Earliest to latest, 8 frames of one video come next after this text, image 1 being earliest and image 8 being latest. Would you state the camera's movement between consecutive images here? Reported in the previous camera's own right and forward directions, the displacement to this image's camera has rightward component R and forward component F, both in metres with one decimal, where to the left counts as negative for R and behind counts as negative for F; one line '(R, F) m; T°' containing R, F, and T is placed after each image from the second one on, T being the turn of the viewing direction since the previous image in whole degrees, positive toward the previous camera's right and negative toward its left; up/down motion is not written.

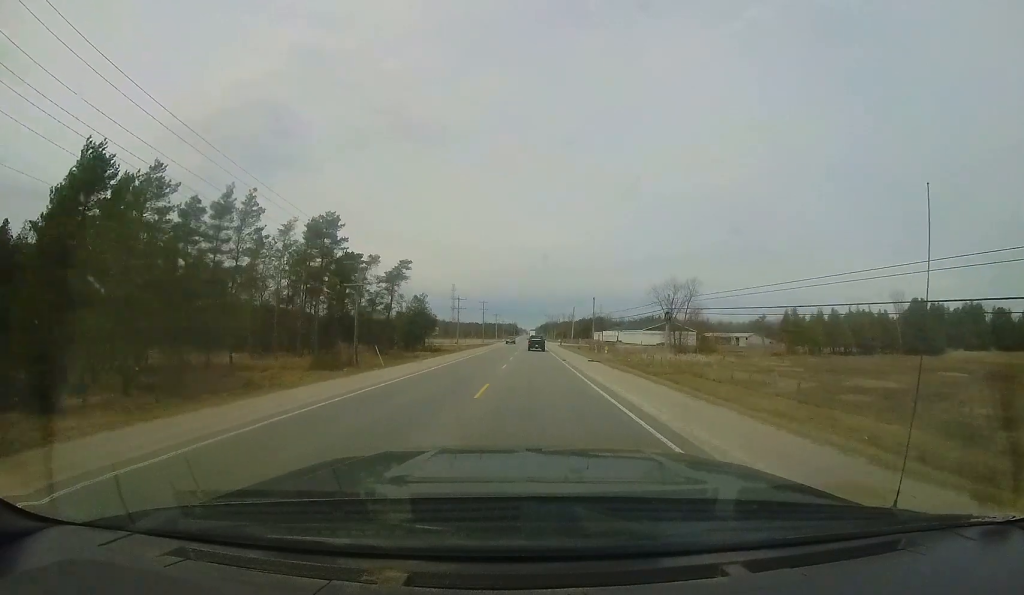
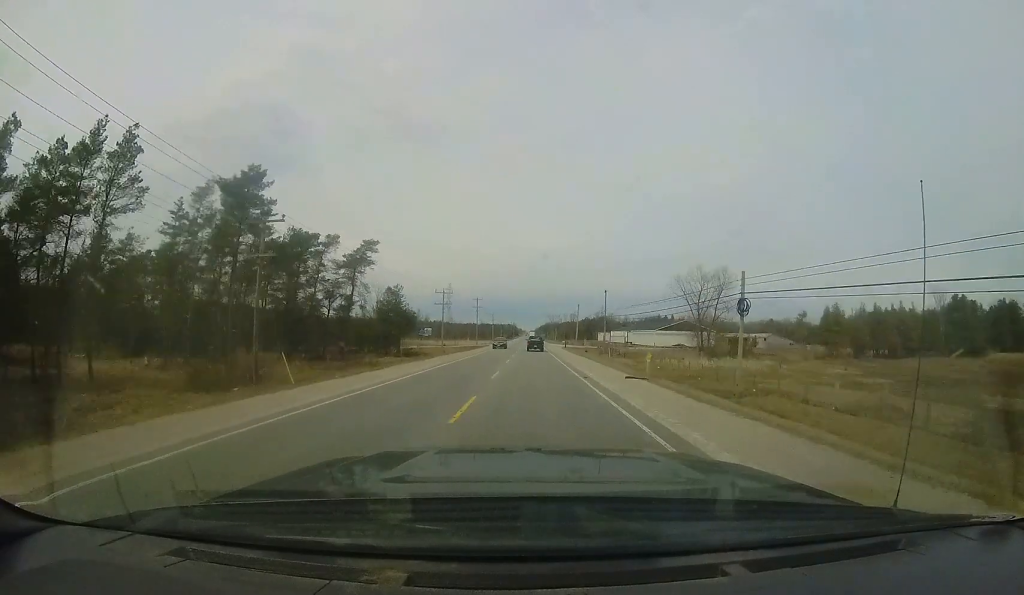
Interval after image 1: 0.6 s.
(0.0, +12.4) m; 0°
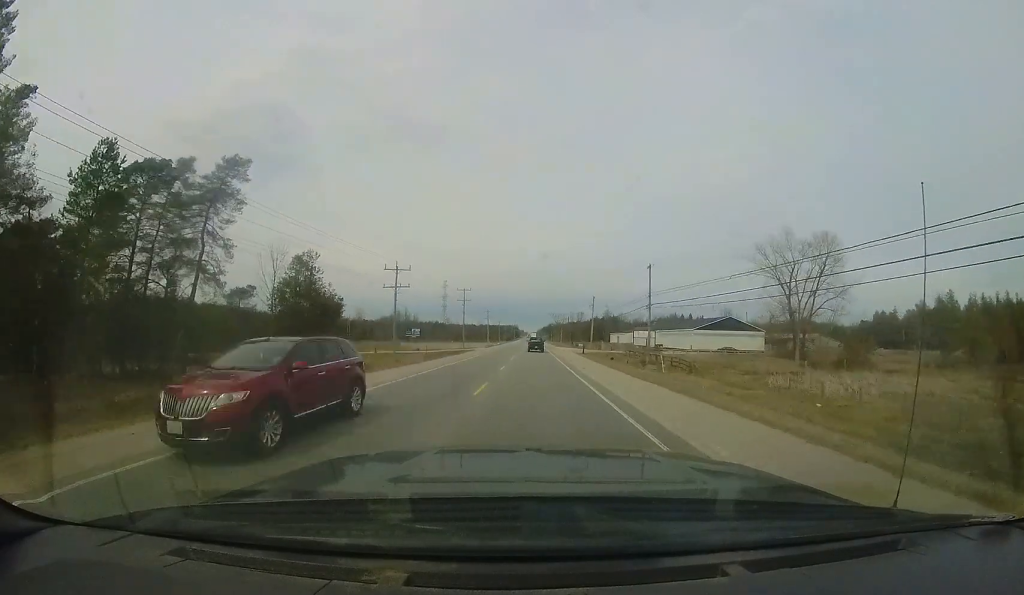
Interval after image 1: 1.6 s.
(+0.1, +22.7) m; 0°
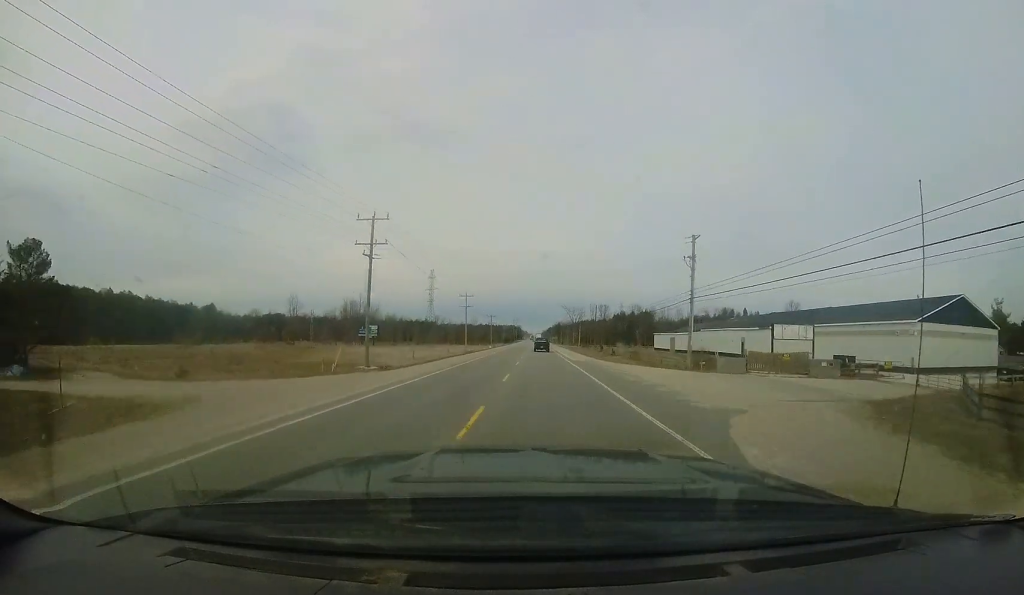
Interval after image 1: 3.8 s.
(-1.0, +48.7) m; -2°
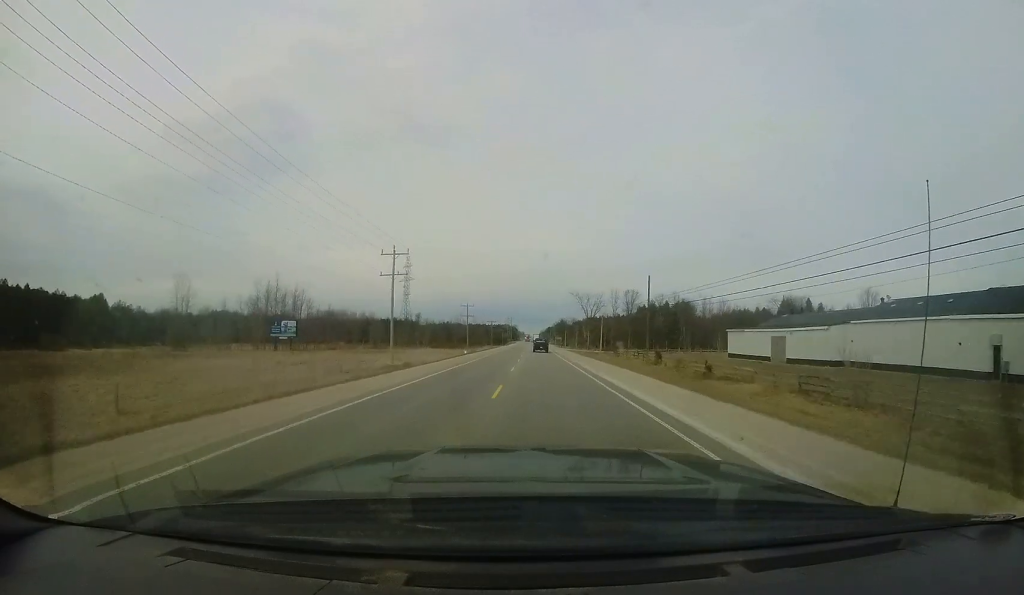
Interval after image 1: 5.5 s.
(+0.6, +39.9) m; +2°
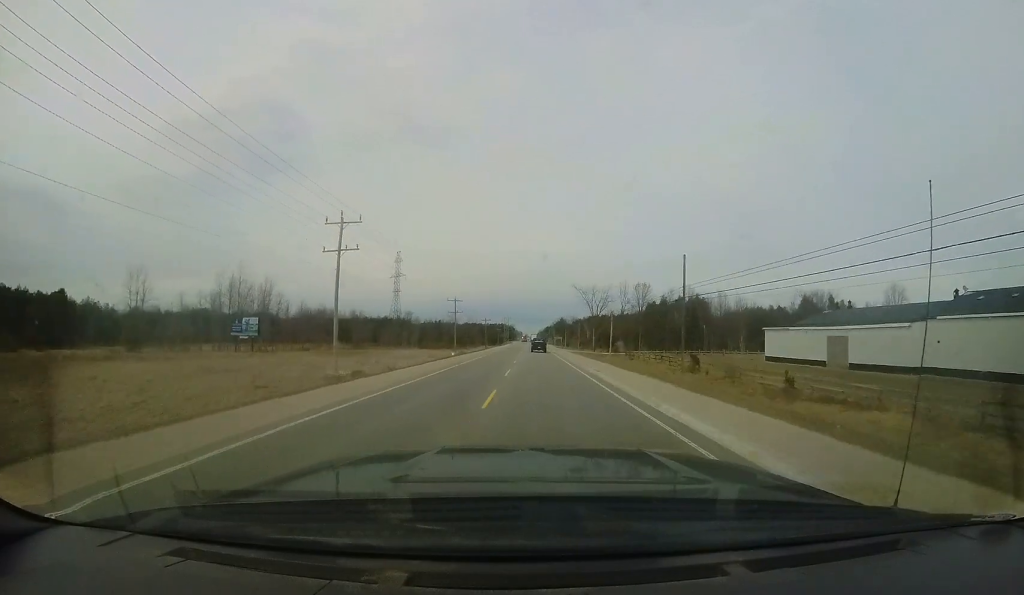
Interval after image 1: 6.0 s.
(0.0, +11.0) m; 0°
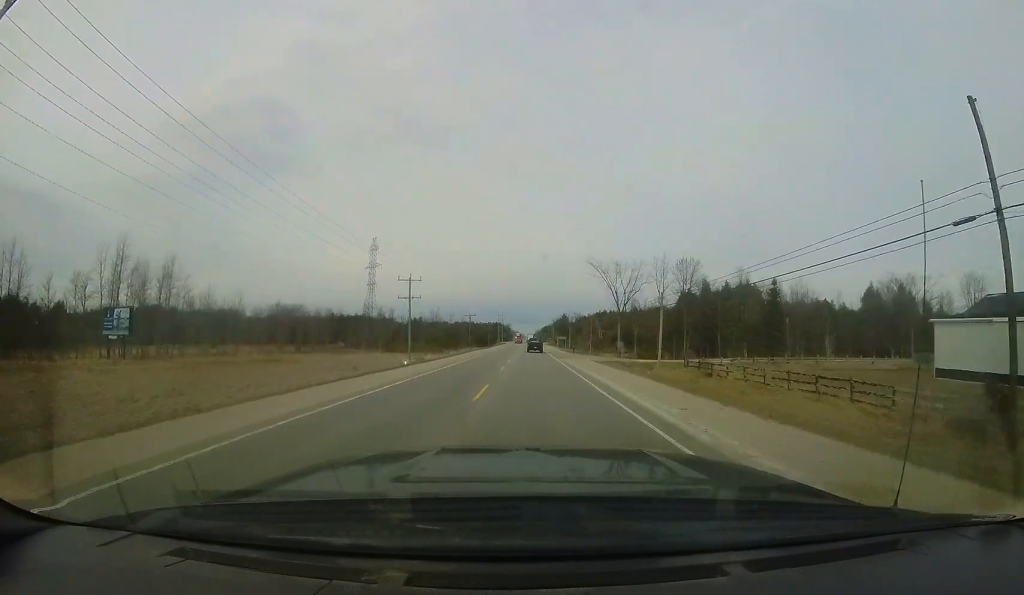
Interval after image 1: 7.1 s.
(+0.1, +25.5) m; 0°
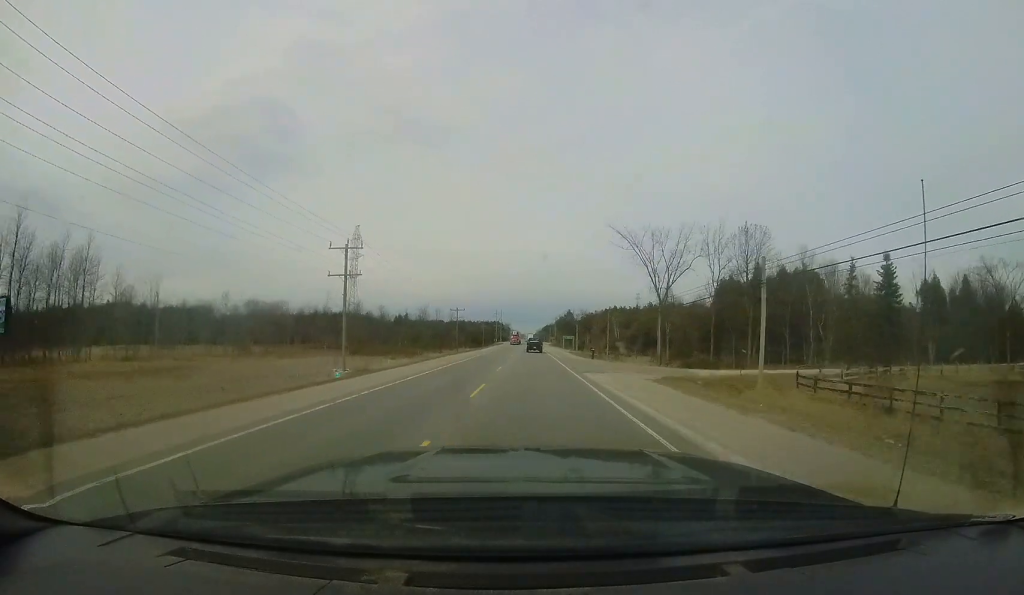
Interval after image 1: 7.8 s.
(0.0, +17.0) m; 0°
